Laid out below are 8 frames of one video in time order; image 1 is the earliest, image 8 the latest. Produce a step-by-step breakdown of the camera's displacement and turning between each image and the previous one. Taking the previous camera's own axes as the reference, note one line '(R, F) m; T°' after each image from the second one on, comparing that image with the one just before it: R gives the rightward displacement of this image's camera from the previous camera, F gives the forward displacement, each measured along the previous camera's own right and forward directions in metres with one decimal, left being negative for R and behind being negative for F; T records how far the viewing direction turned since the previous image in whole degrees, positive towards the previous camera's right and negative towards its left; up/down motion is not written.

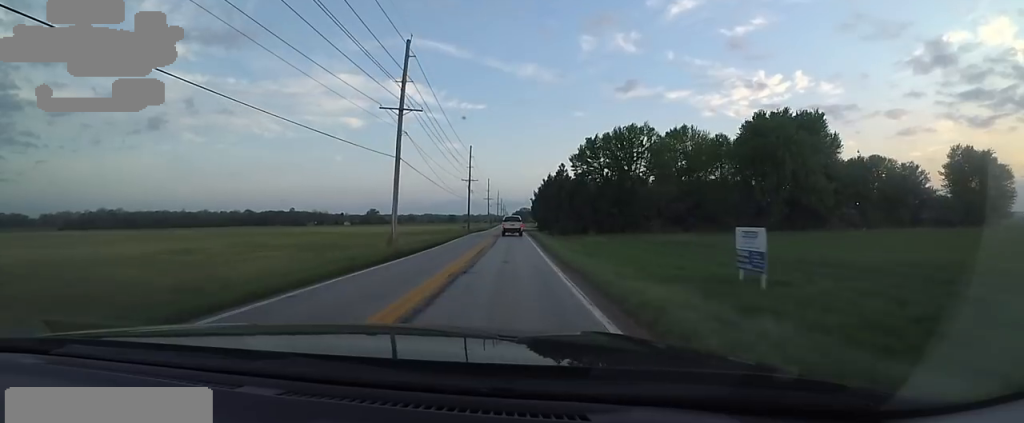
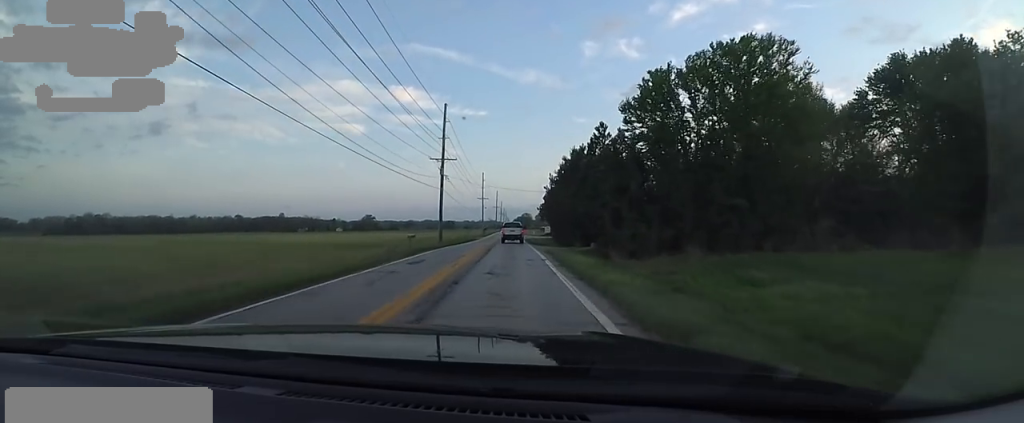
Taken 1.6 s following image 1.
(-1.5, +33.0) m; -3°
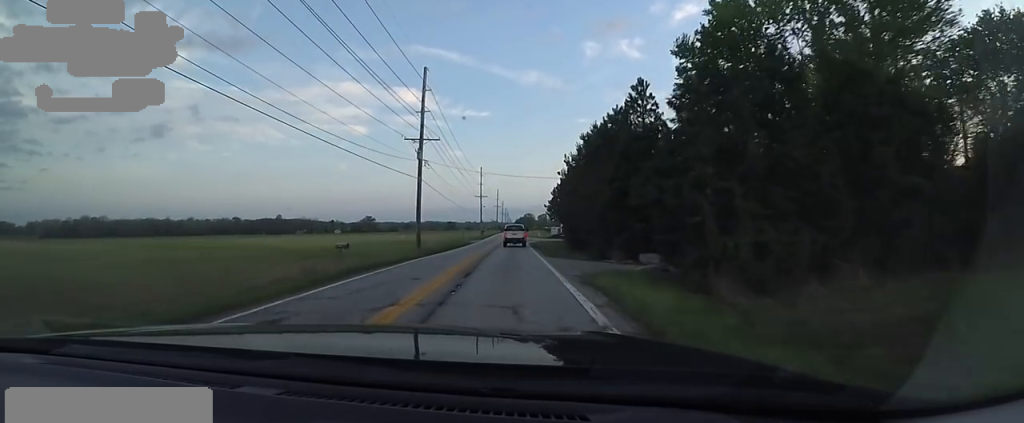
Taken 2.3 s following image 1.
(-0.1, +13.0) m; +1°
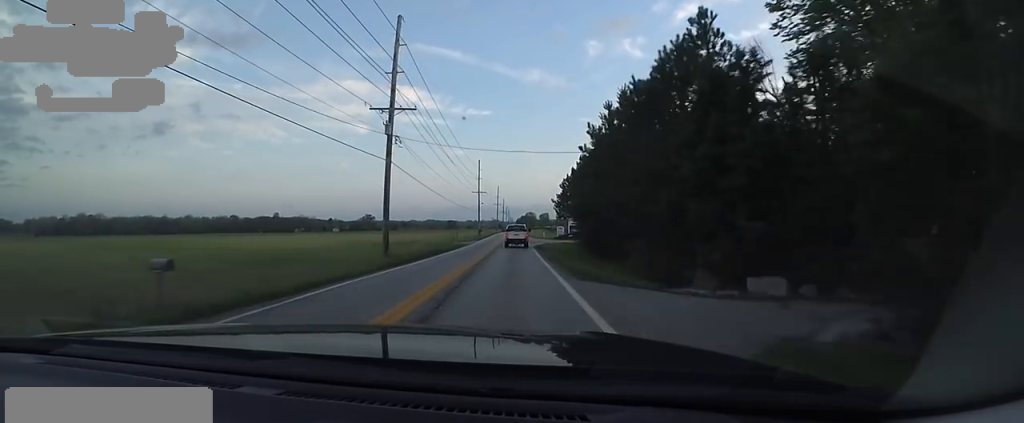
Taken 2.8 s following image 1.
(+0.3, +10.3) m; +2°
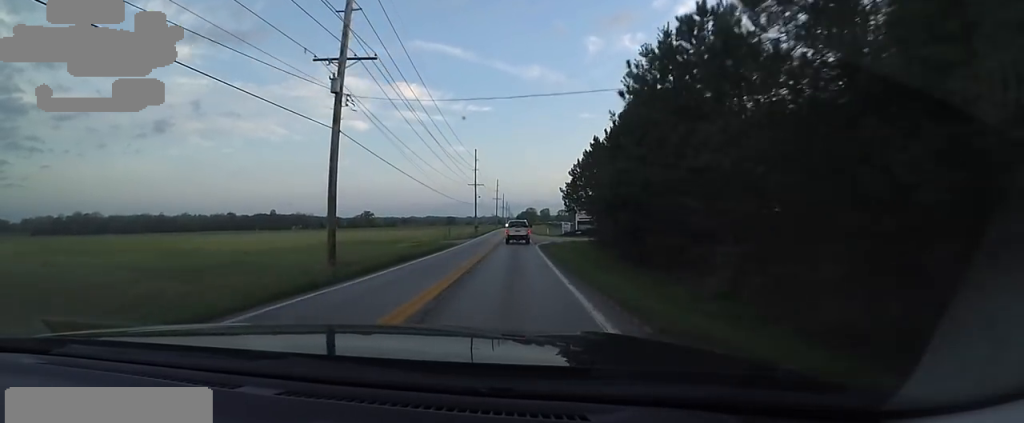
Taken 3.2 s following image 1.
(+0.1, +8.8) m; +1°
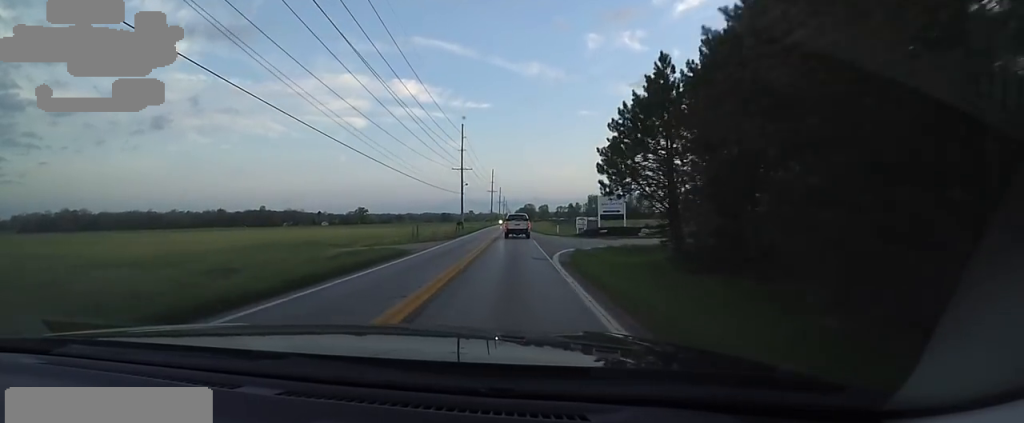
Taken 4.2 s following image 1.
(+0.3, +19.1) m; -2°
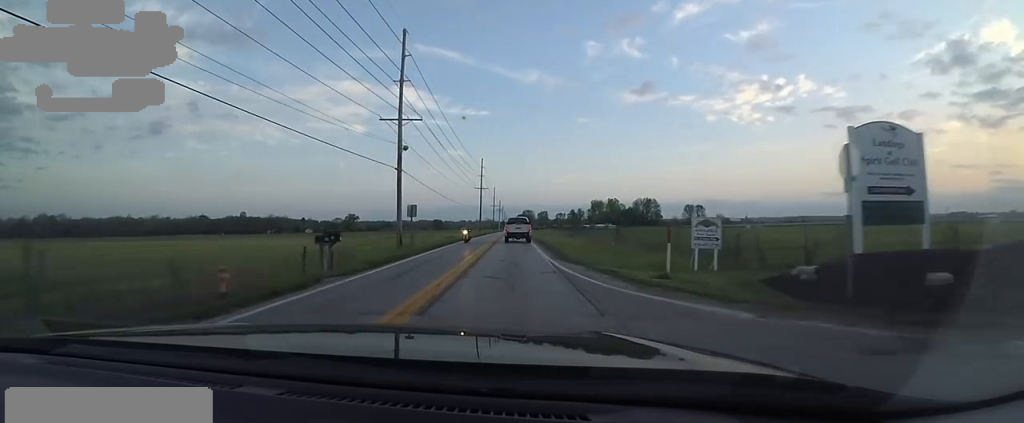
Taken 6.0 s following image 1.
(-1.2, +35.9) m; +2°
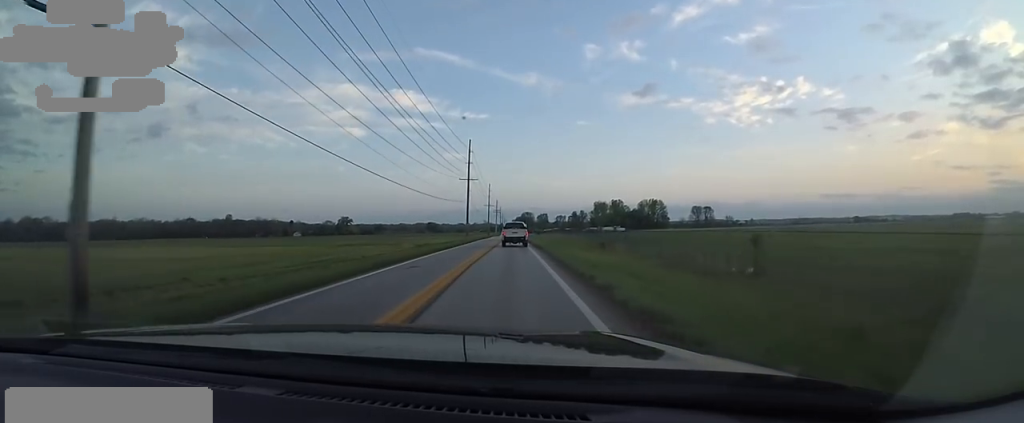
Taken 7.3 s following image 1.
(+0.4, +24.8) m; -1°
